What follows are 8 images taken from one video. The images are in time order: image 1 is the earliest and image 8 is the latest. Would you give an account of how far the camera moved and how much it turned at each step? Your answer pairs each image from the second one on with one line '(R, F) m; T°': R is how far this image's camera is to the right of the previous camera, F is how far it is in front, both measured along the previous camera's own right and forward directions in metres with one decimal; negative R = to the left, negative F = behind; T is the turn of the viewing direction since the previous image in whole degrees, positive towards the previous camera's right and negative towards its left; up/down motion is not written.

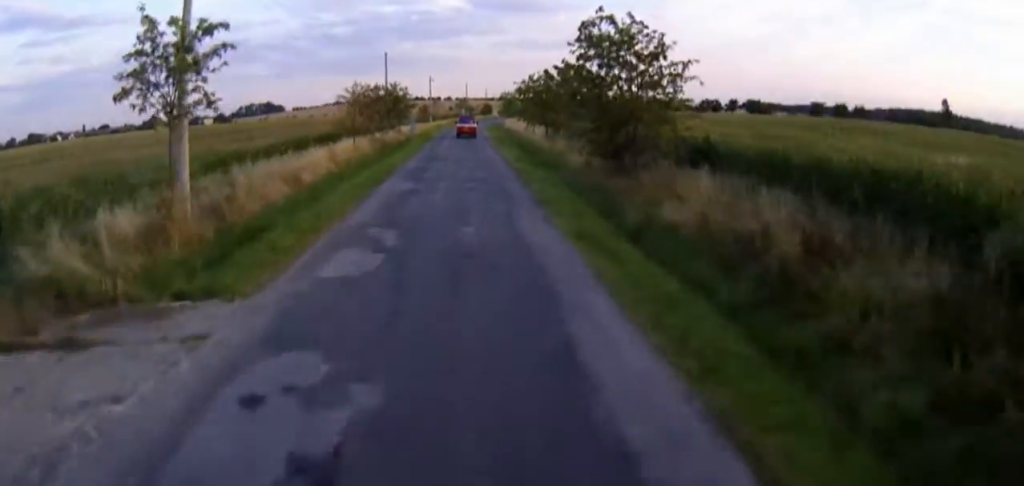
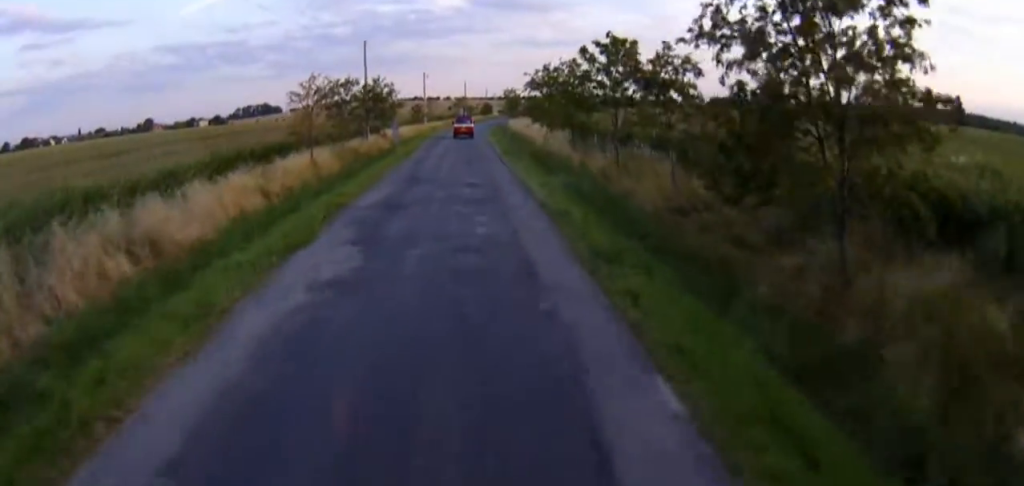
(0.0, +15.7) m; -1°
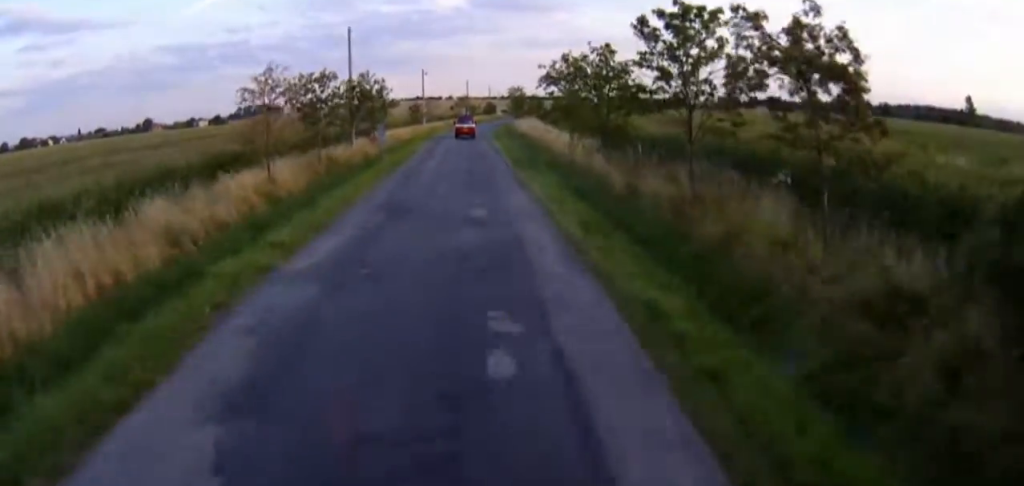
(-0.2, +10.7) m; -1°
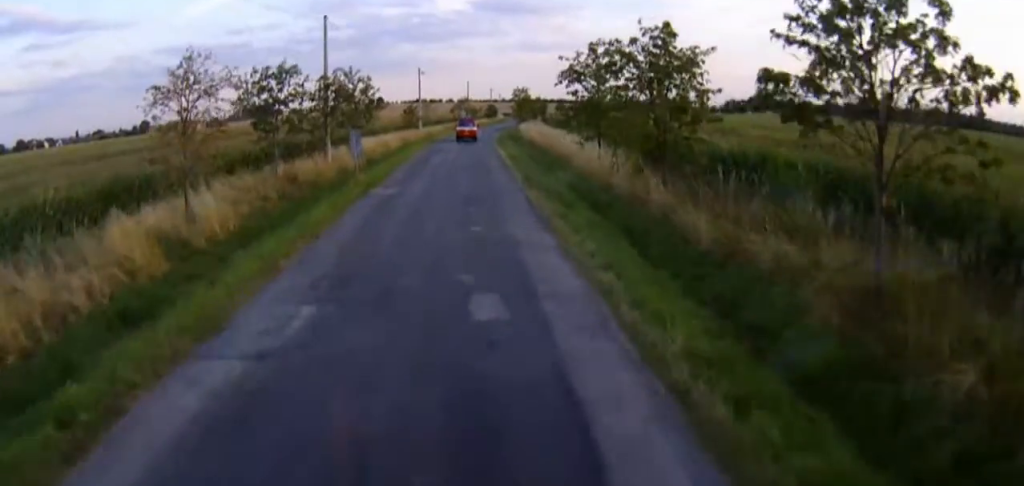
(0.0, +11.1) m; 0°
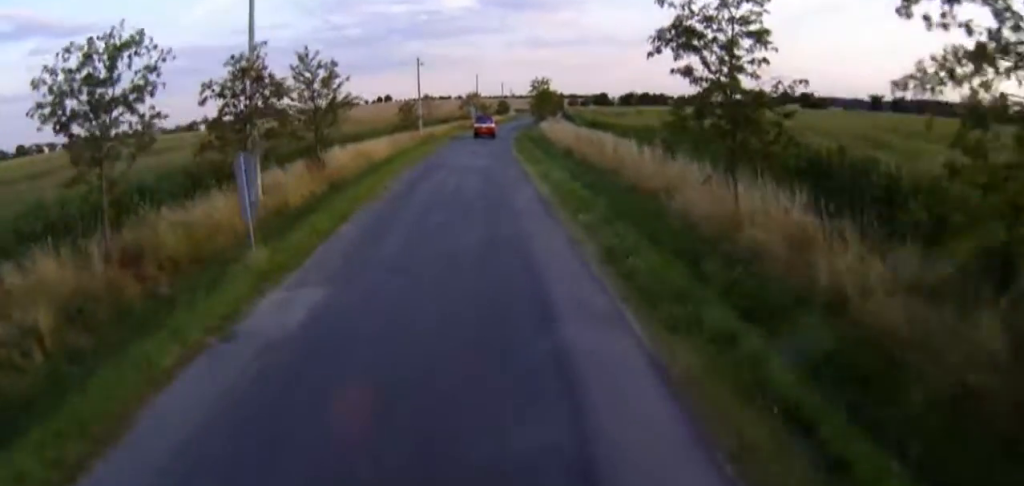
(0.0, +19.6) m; 0°
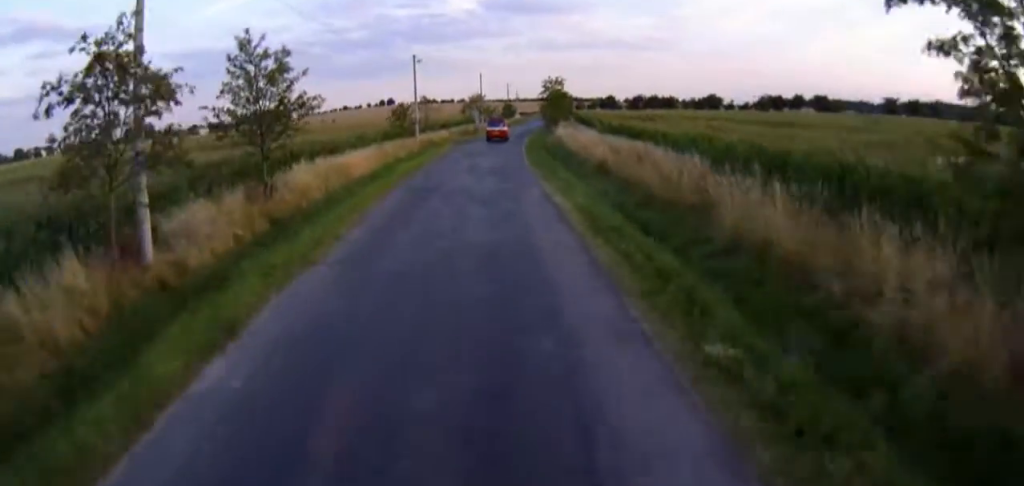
(-0.1, +12.2) m; 0°
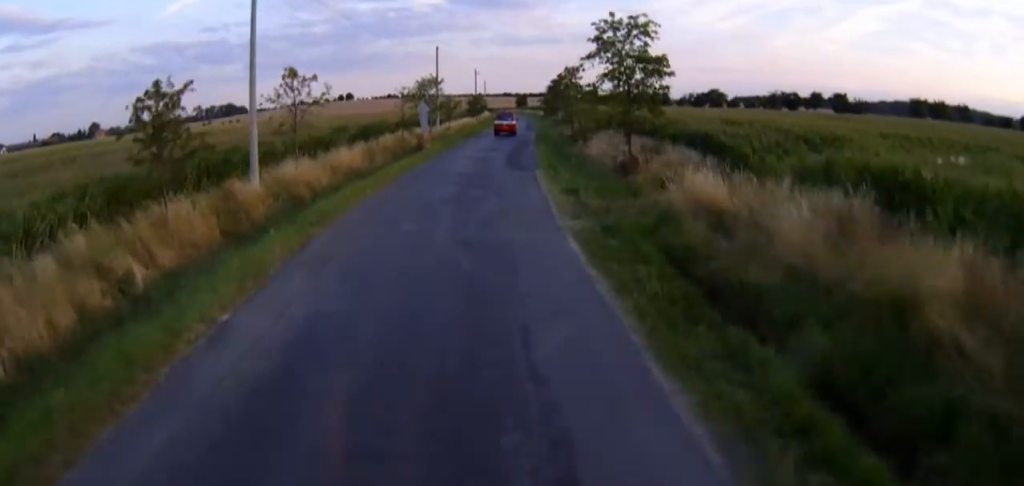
(+1.0, +52.3) m; +3°
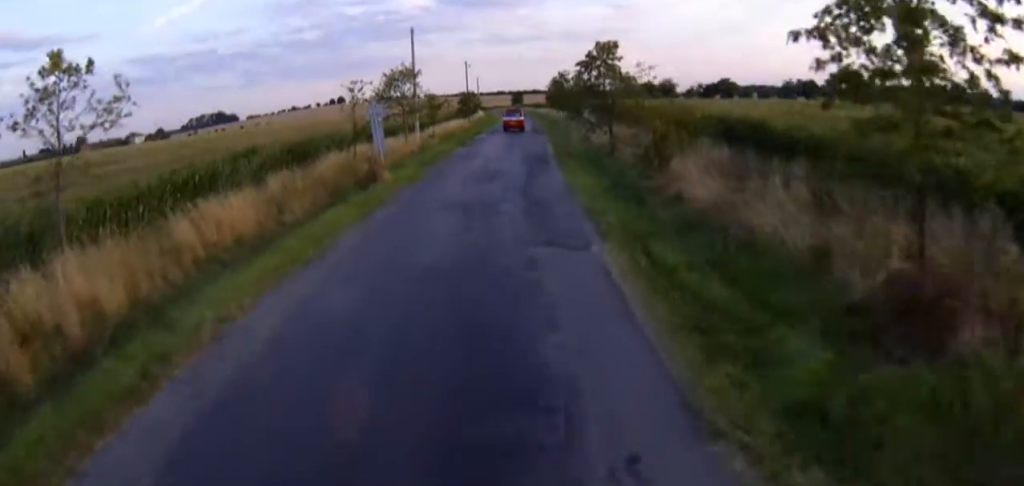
(+0.1, +20.6) m; +1°
